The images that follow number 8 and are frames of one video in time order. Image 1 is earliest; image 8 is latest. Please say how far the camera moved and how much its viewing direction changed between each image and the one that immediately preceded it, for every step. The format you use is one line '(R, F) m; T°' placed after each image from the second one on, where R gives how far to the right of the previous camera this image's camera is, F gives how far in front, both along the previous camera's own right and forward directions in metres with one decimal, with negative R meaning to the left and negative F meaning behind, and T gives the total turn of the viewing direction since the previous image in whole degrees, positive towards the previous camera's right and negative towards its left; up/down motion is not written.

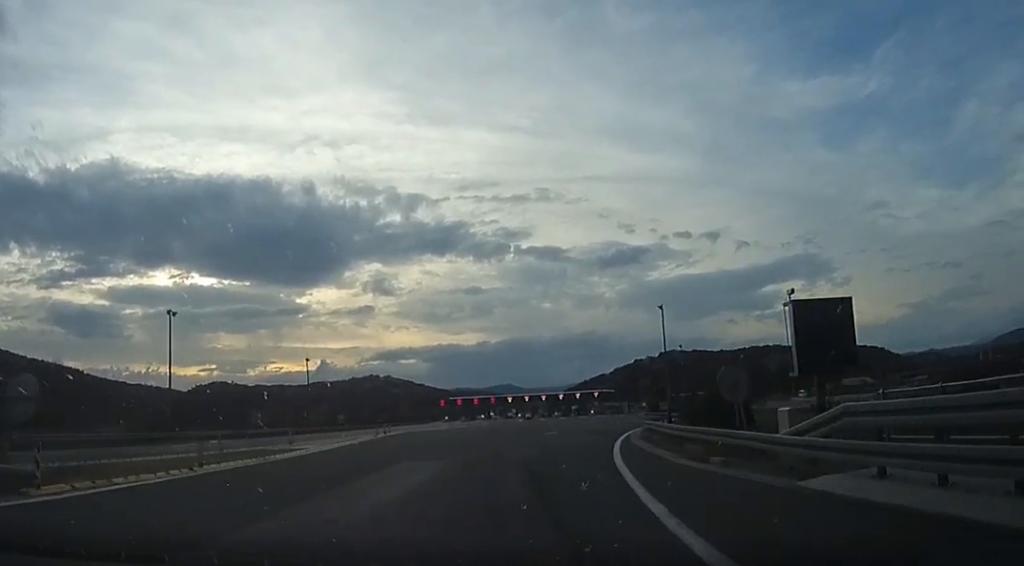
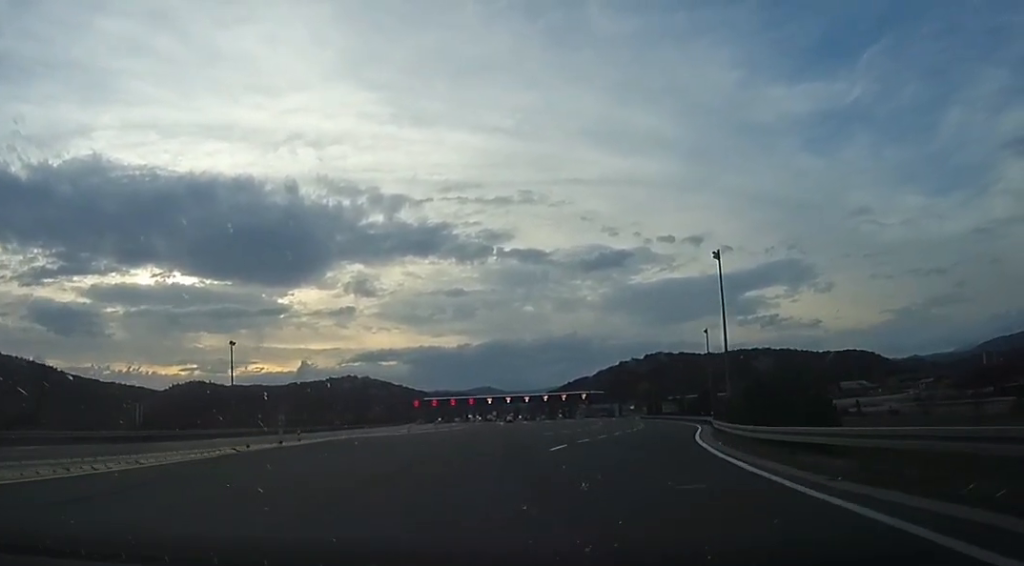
(-0.2, +18.4) m; +3°
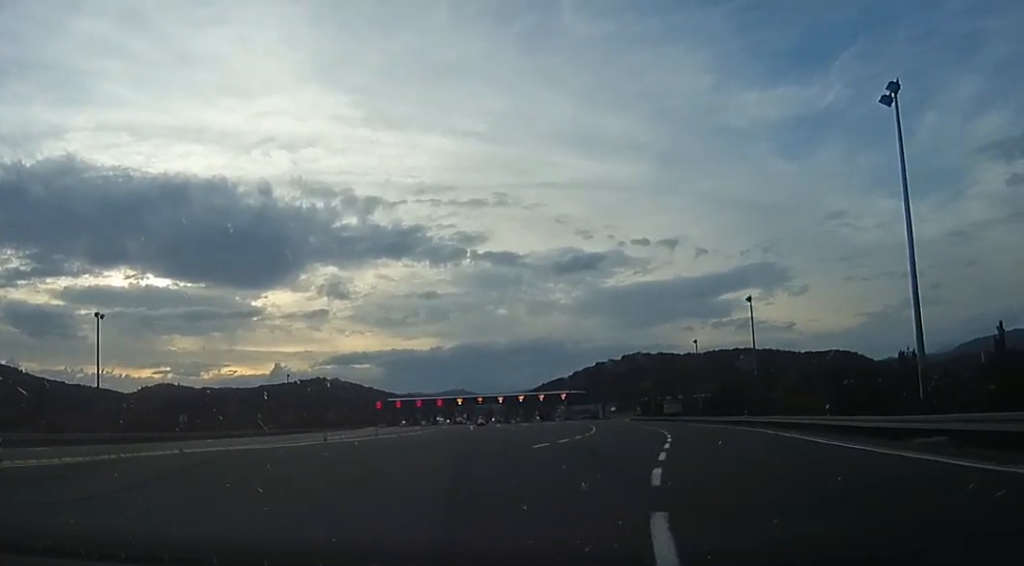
(+1.4, +19.4) m; +5°
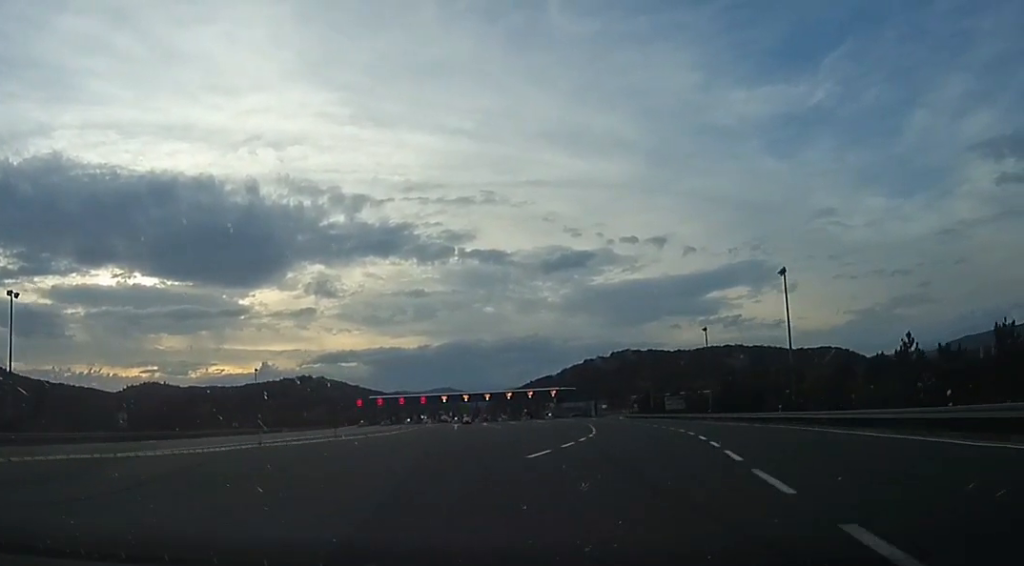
(+0.1, +8.6) m; +1°
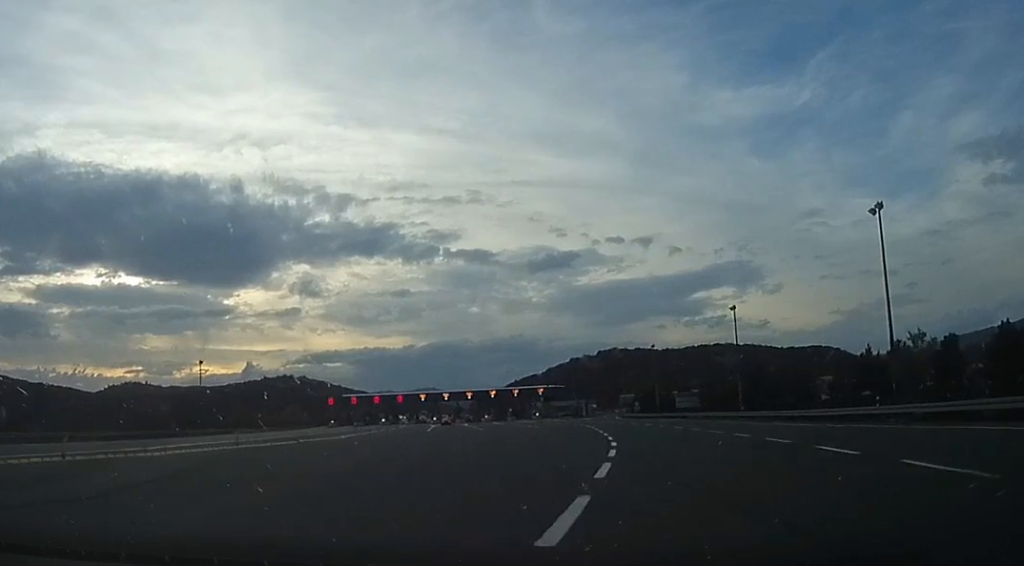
(0.0, +13.6) m; 0°
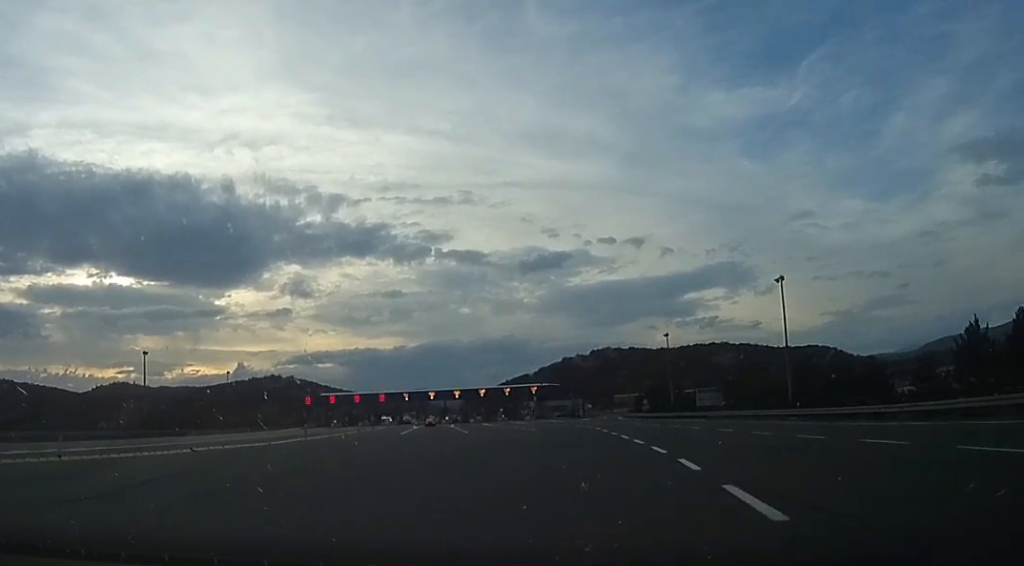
(0.0, +12.1) m; 0°
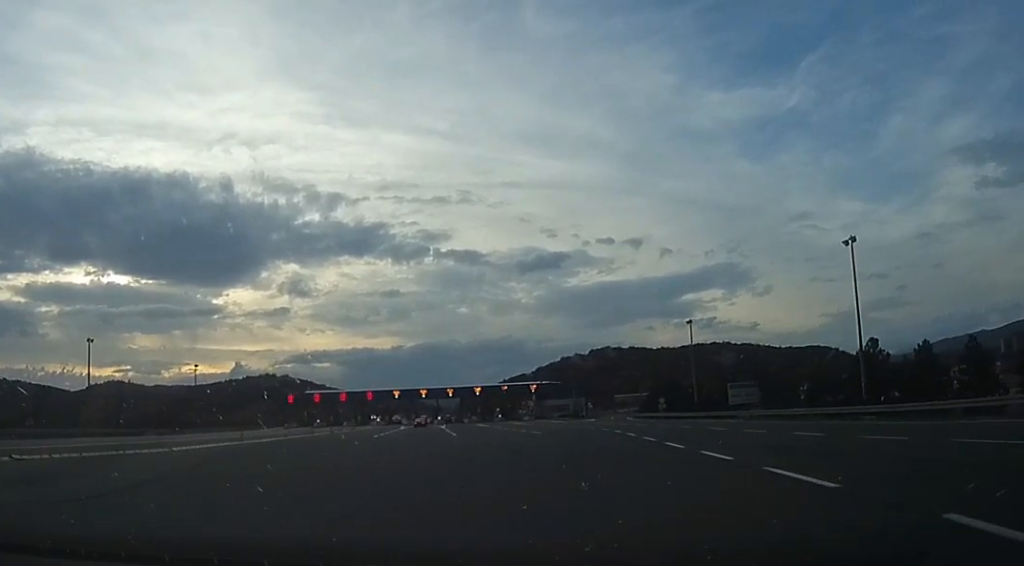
(0.0, +10.4) m; 0°
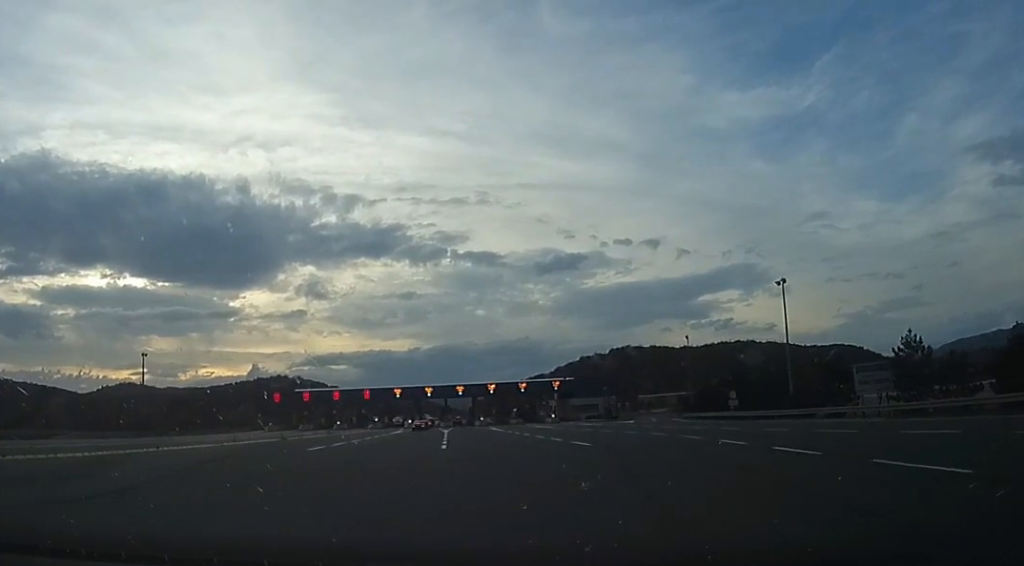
(0.0, +18.6) m; -4°
